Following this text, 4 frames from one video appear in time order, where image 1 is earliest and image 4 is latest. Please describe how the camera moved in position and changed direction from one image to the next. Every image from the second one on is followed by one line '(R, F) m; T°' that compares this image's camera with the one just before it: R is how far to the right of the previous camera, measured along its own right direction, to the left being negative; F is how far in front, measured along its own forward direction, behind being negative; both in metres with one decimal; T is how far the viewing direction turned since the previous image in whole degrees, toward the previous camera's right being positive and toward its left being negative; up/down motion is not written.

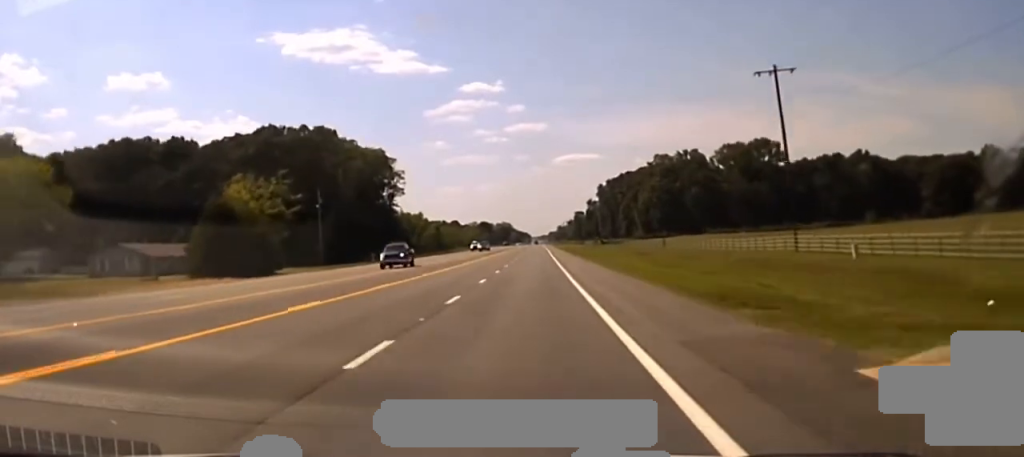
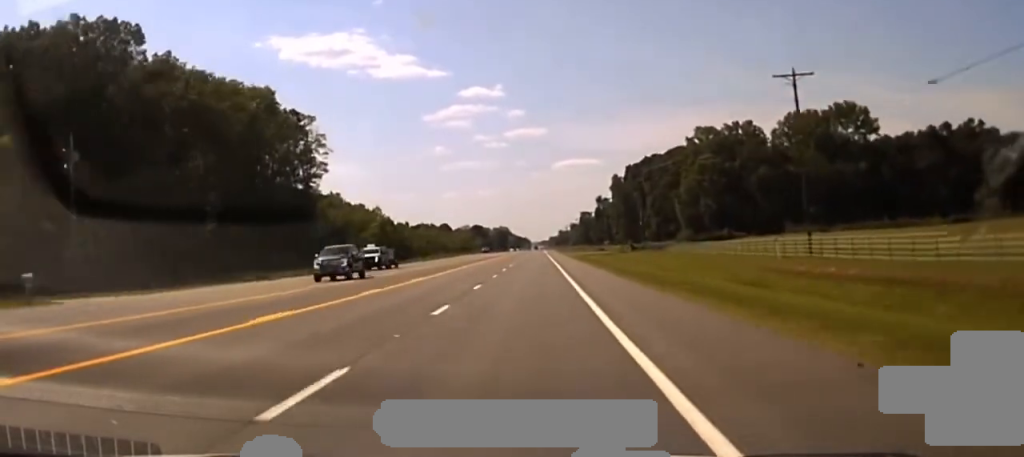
(0.0, +85.6) m; 0°
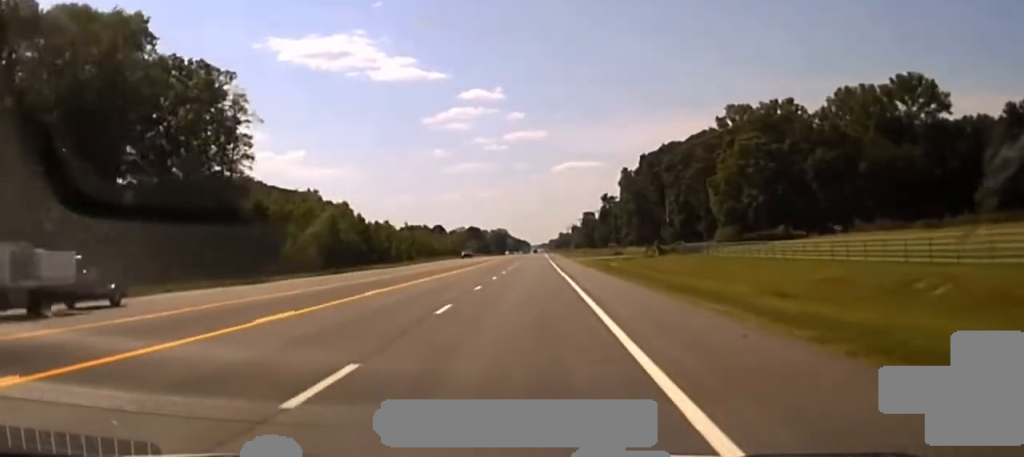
(0.0, +38.6) m; 0°
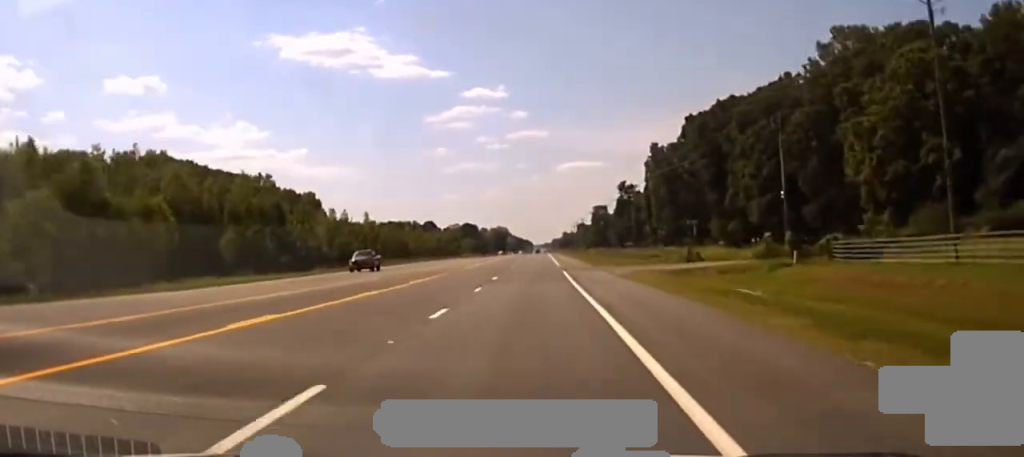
(0.0, +61.7) m; 0°
